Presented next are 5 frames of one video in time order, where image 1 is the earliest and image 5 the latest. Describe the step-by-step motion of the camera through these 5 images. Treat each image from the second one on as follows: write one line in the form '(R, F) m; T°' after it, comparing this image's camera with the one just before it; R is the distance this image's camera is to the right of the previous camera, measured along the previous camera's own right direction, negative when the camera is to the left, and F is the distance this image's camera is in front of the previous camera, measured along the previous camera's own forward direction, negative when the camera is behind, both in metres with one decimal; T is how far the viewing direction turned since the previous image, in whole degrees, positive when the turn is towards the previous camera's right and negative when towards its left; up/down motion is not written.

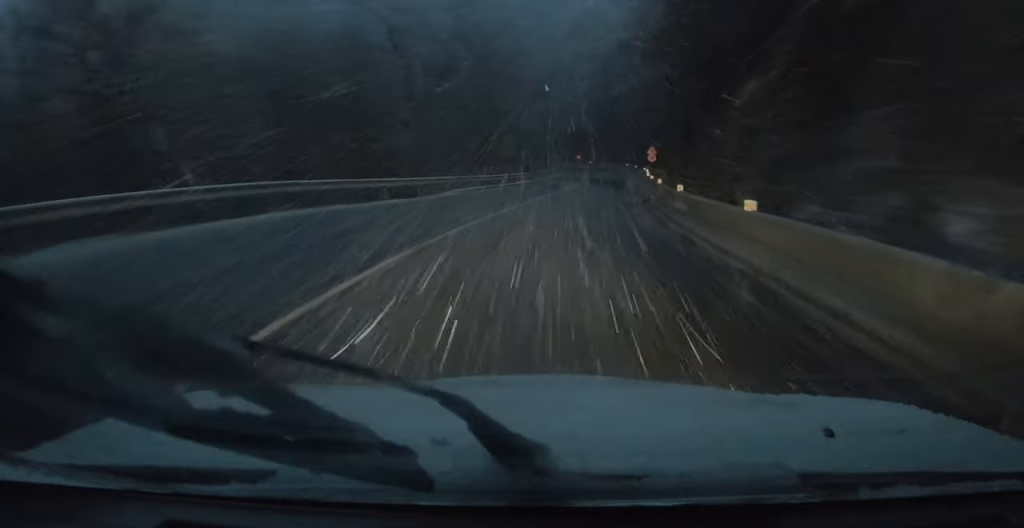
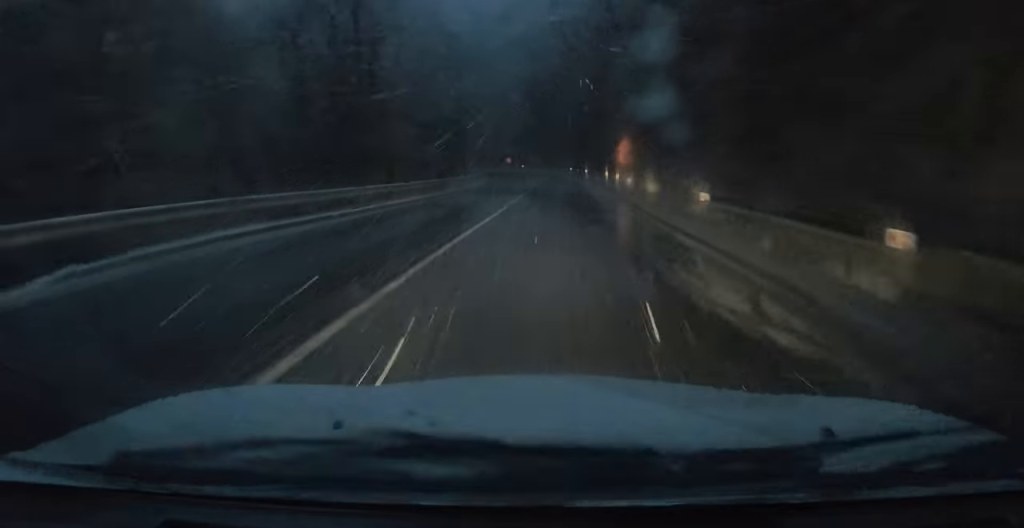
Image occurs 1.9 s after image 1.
(+0.7, +21.6) m; +2°
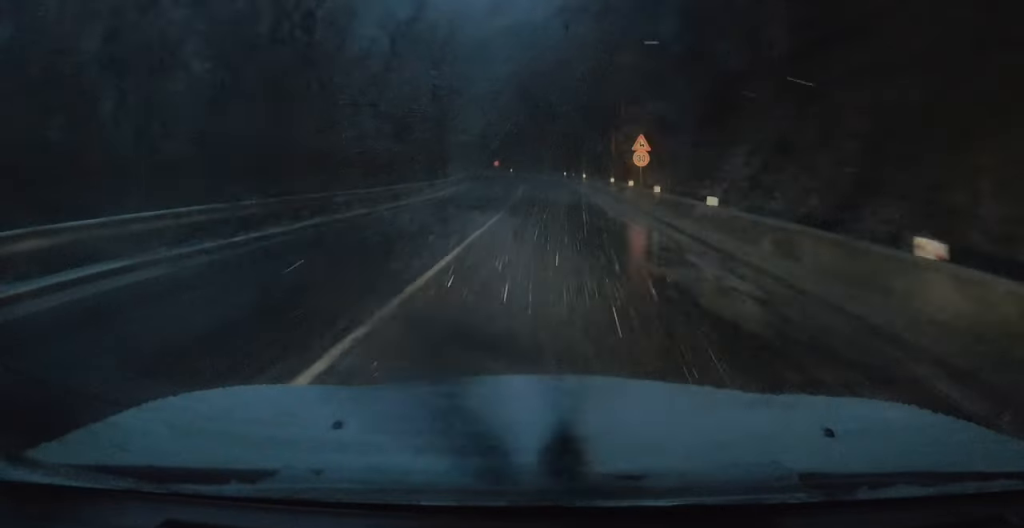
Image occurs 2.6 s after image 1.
(+0.1, +8.4) m; 0°
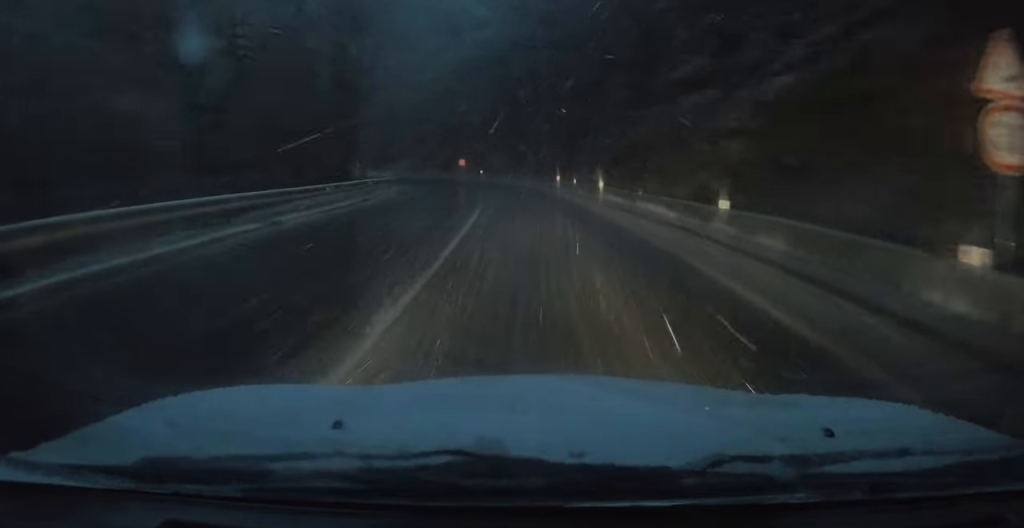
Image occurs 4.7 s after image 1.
(+0.5, +24.3) m; +2°
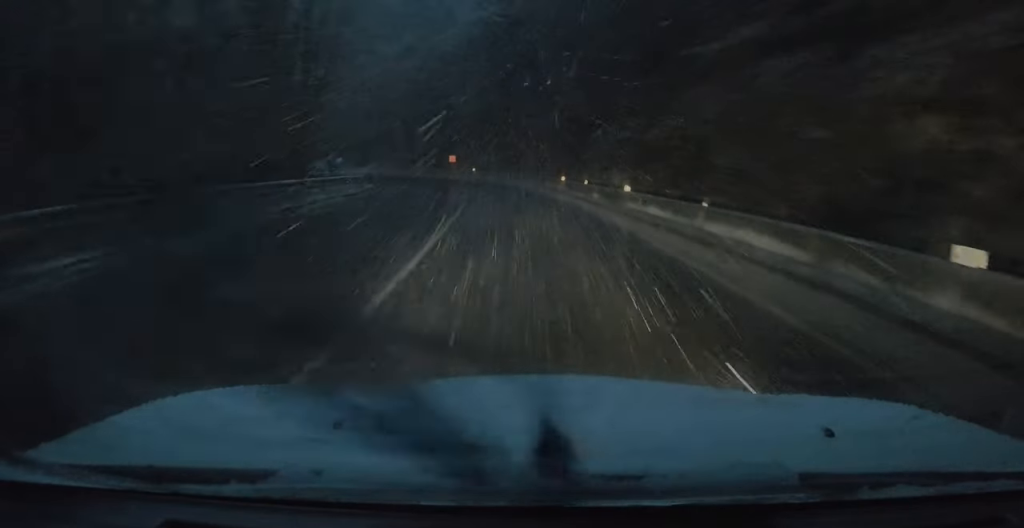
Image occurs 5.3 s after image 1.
(0.0, +7.7) m; 0°
